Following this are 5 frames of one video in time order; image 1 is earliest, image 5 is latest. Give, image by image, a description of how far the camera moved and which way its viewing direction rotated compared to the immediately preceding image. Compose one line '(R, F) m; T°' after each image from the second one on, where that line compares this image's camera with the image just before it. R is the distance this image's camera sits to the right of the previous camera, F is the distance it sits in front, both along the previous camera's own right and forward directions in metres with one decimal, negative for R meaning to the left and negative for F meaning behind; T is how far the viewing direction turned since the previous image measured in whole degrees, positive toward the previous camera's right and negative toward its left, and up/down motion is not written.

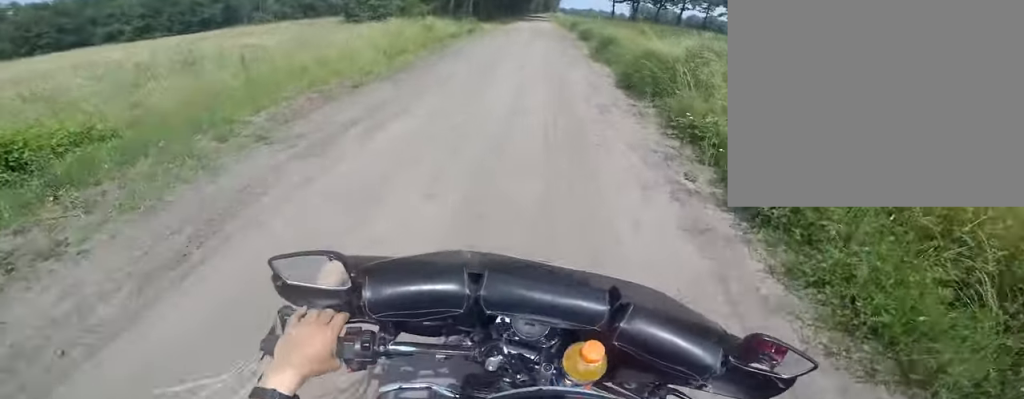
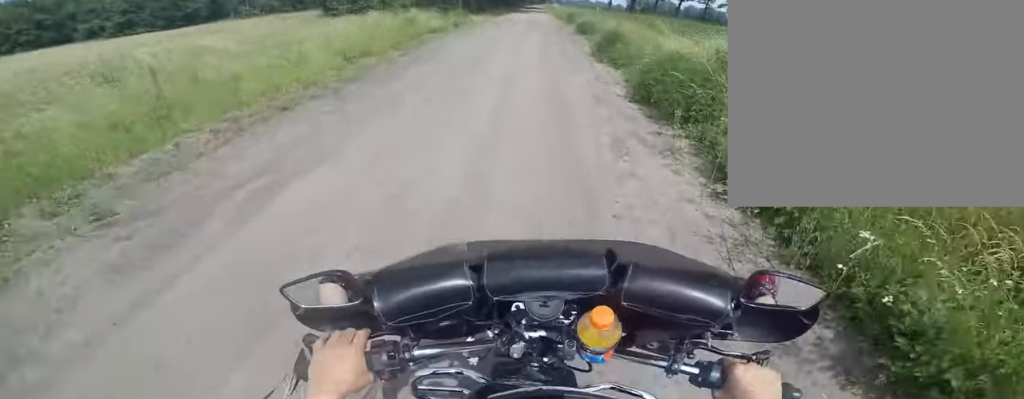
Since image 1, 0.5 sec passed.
(0.0, +1.7) m; 0°
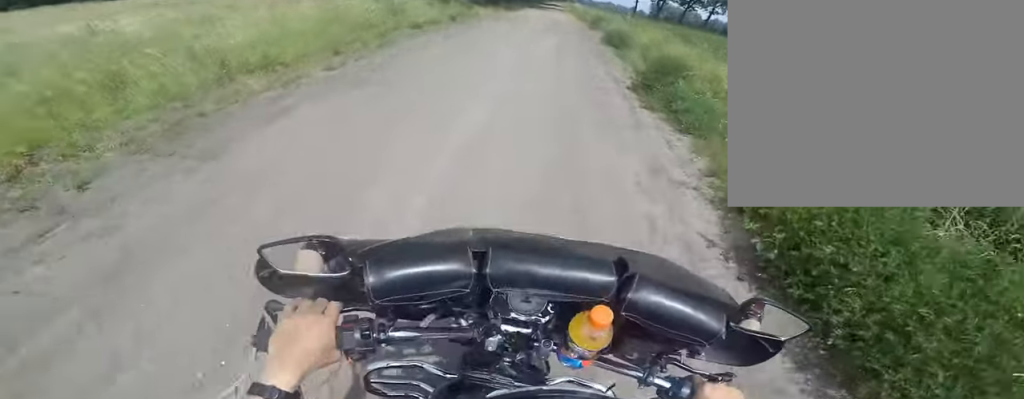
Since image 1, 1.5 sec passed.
(0.0, +3.8) m; 0°
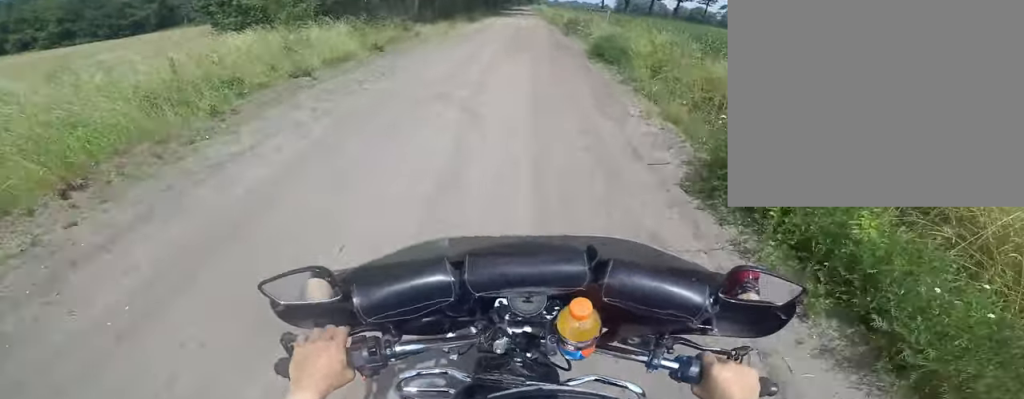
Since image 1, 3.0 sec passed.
(0.0, +5.7) m; -3°
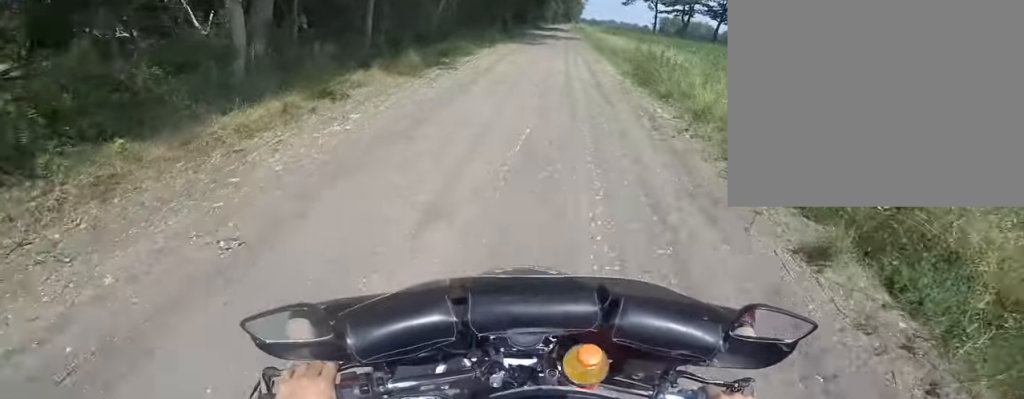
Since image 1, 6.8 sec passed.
(-1.4, +16.9) m; -4°
